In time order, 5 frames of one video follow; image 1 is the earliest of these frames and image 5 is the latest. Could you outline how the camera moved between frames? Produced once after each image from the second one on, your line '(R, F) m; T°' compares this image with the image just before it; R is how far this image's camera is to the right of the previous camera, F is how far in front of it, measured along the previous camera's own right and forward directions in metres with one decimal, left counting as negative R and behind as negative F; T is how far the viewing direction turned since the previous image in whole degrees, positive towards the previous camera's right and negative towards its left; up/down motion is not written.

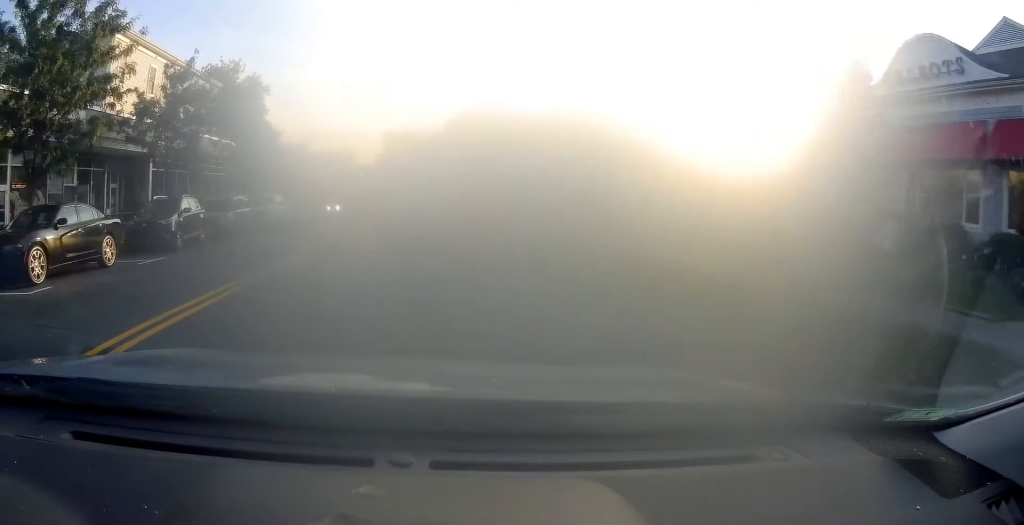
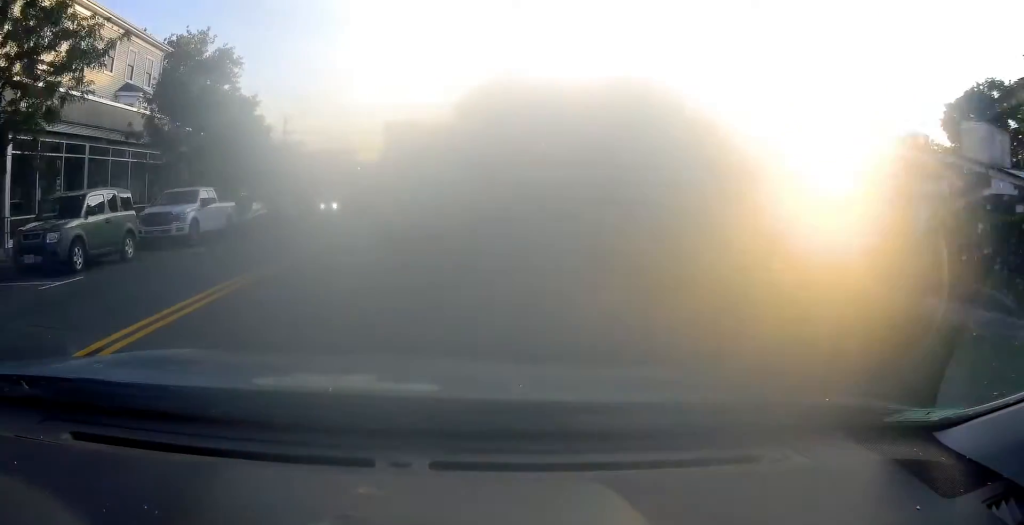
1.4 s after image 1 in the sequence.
(+0.1, +12.8) m; 0°
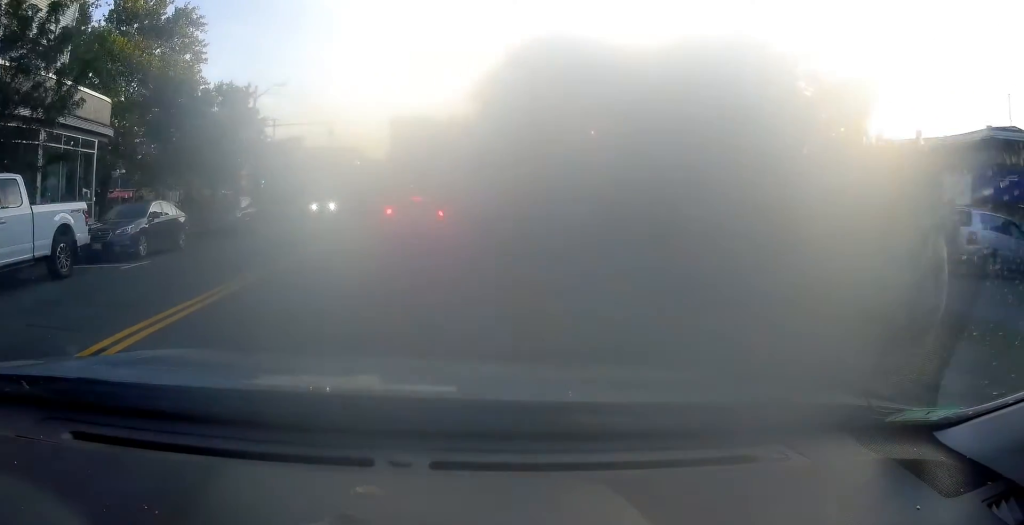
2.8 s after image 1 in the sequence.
(+0.1, +11.9) m; 0°
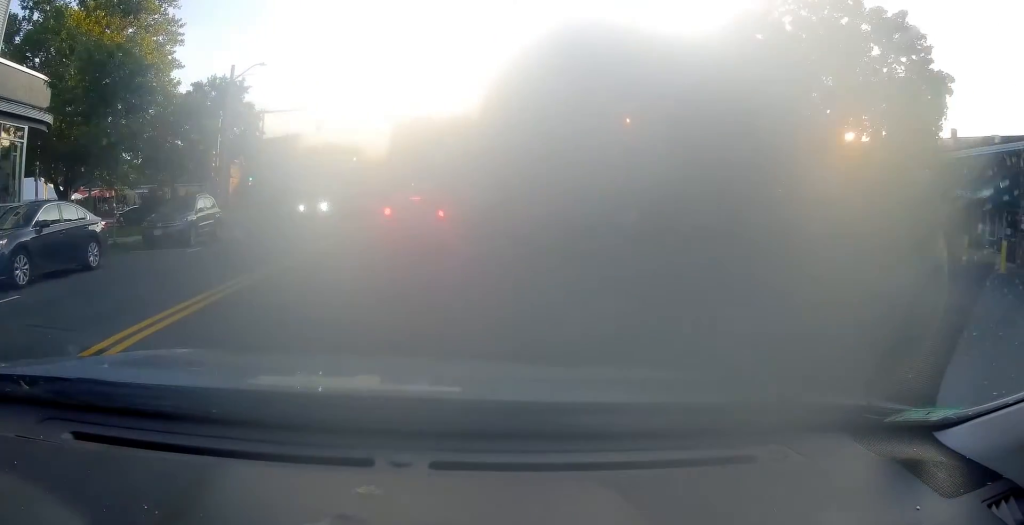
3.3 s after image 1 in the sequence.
(+0.1, +5.0) m; -1°
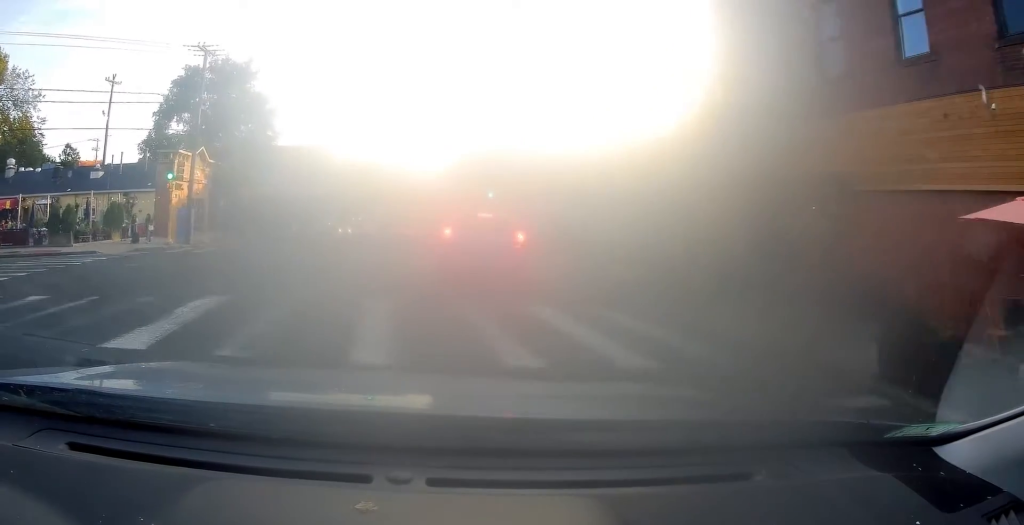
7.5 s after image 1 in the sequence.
(-1.5, +27.9) m; -7°
